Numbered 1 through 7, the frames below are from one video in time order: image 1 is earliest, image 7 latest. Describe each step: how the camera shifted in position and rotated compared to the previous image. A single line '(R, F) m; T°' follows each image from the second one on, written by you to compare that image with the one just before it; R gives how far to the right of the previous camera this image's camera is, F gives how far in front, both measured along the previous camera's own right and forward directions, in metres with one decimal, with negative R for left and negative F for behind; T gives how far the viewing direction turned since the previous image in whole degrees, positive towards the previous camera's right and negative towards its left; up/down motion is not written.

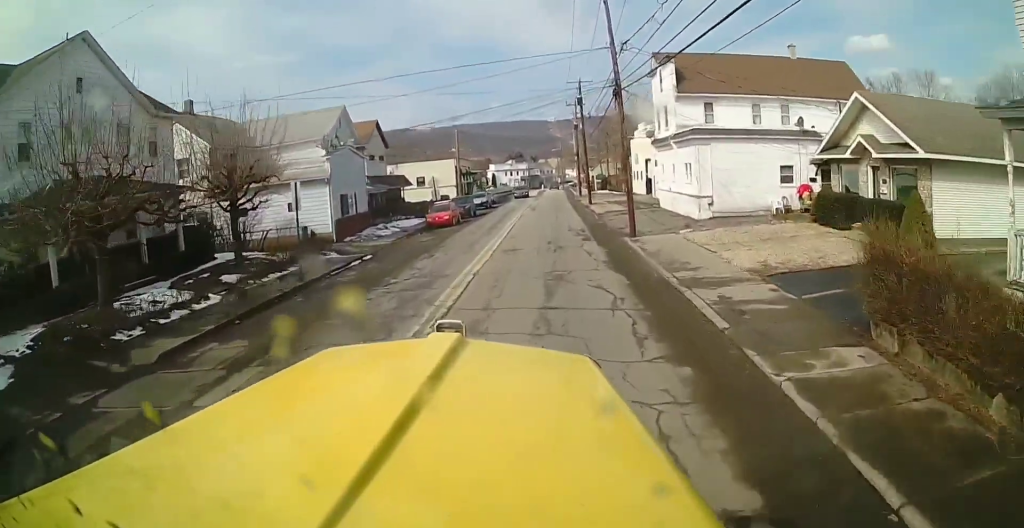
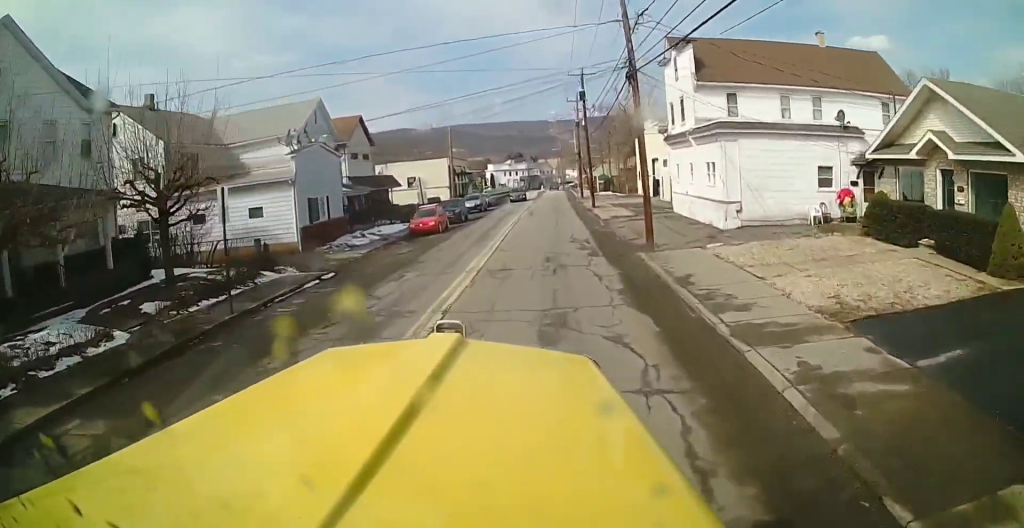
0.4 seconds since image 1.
(0.0, +4.5) m; 0°
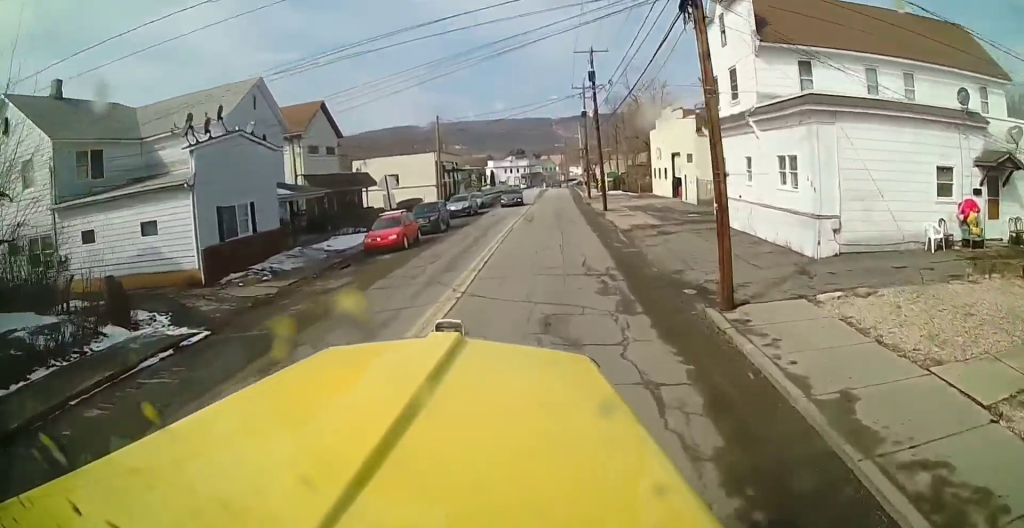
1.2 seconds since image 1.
(0.0, +8.6) m; 0°
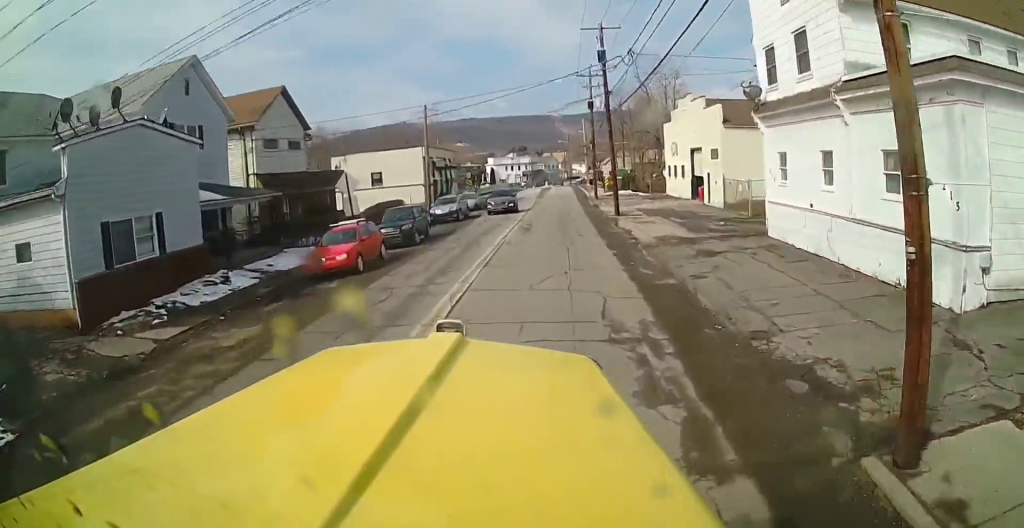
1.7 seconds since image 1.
(0.0, +6.3) m; 0°
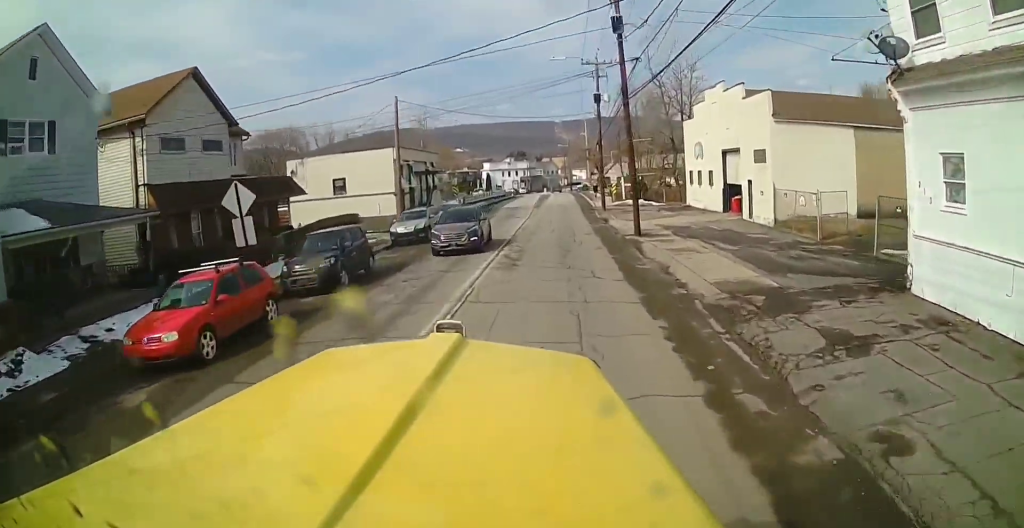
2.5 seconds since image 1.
(0.0, +8.7) m; 0°
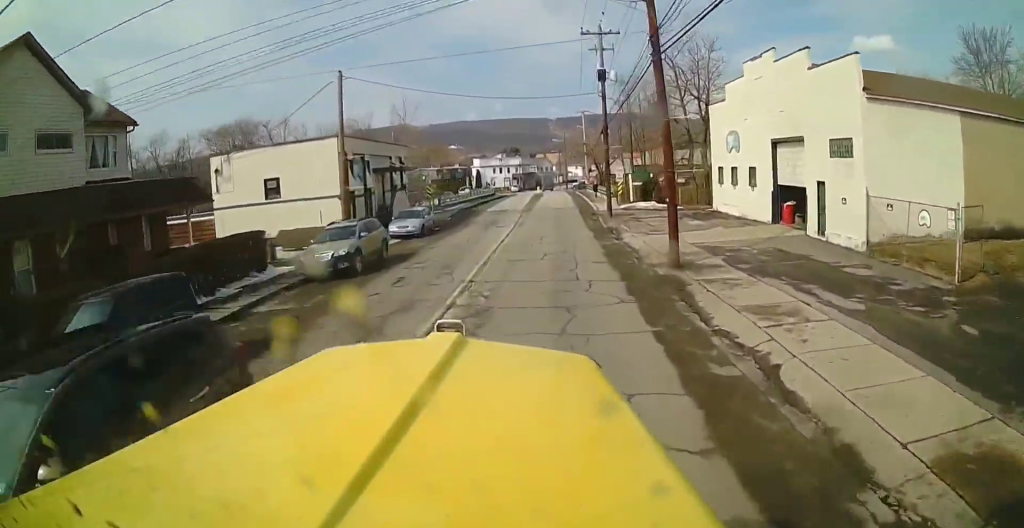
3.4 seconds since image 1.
(0.0, +9.5) m; -1°
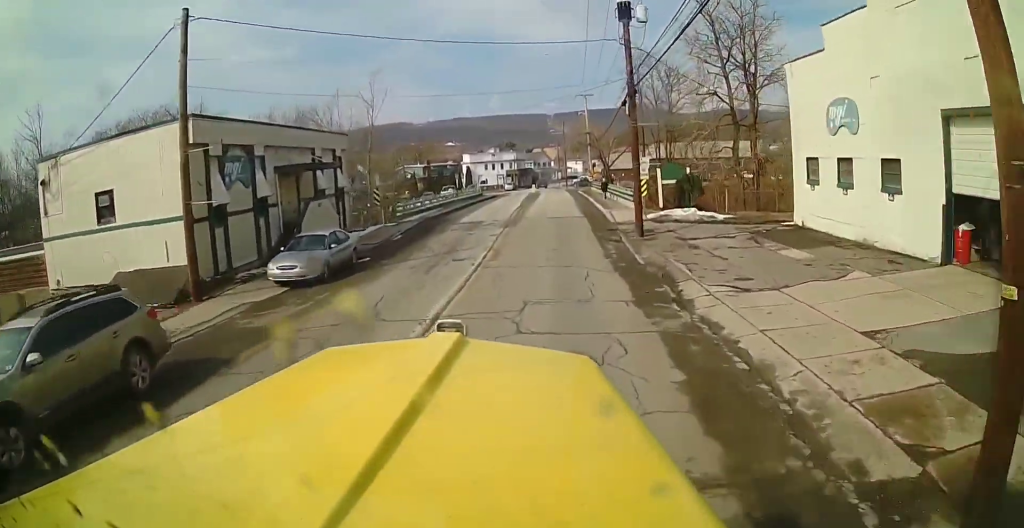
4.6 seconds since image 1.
(-0.1, +13.0) m; -1°
